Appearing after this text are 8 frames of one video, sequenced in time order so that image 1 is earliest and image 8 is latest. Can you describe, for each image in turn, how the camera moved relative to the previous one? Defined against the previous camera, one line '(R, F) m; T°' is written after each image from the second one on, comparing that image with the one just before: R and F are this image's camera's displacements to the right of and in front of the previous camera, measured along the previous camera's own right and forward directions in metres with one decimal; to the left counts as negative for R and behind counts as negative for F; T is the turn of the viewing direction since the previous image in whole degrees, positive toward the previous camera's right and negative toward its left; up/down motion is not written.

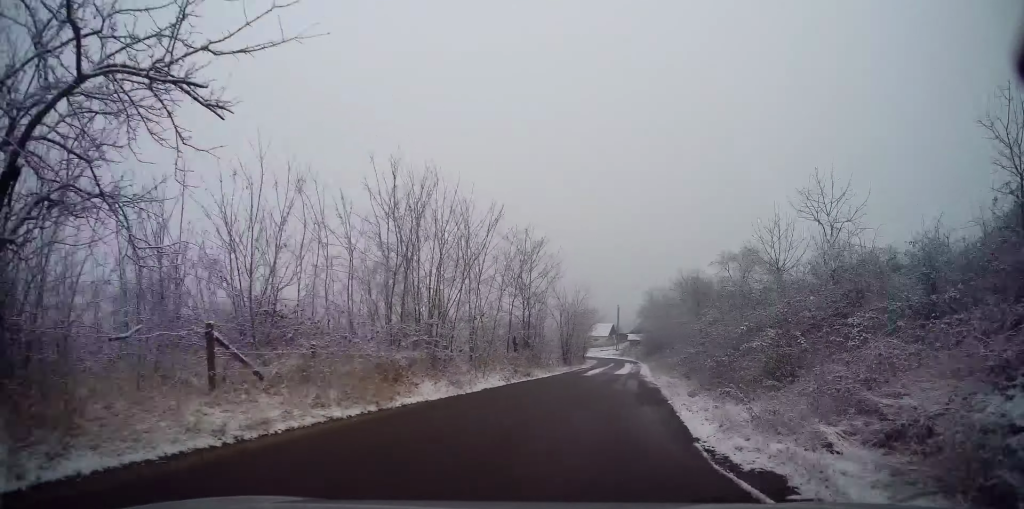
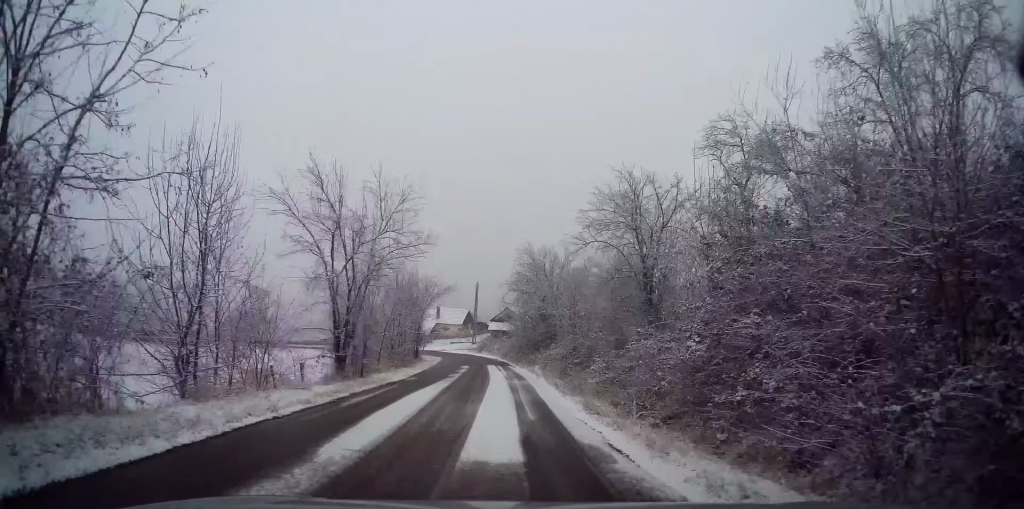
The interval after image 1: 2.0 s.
(+6.0, +24.3) m; +18°
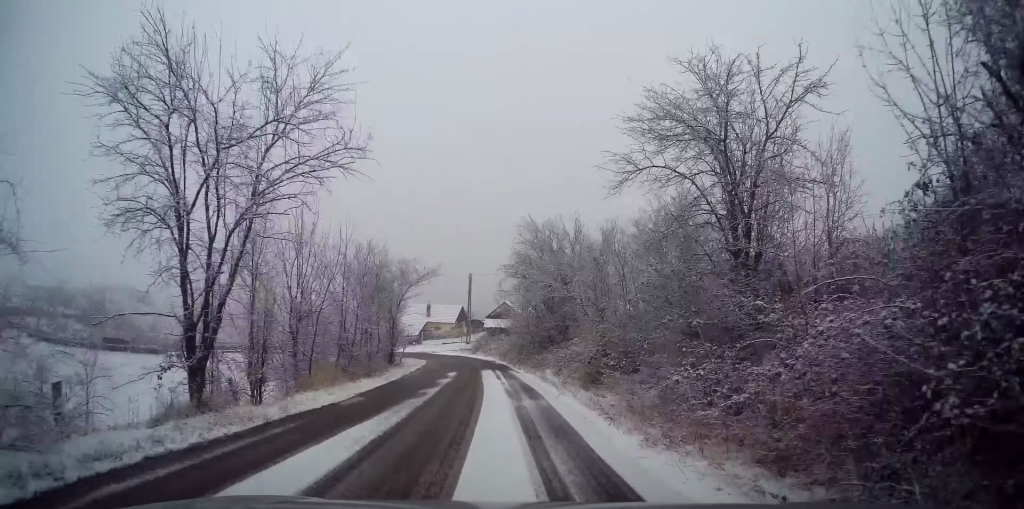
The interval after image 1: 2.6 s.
(+0.1, +7.7) m; 0°
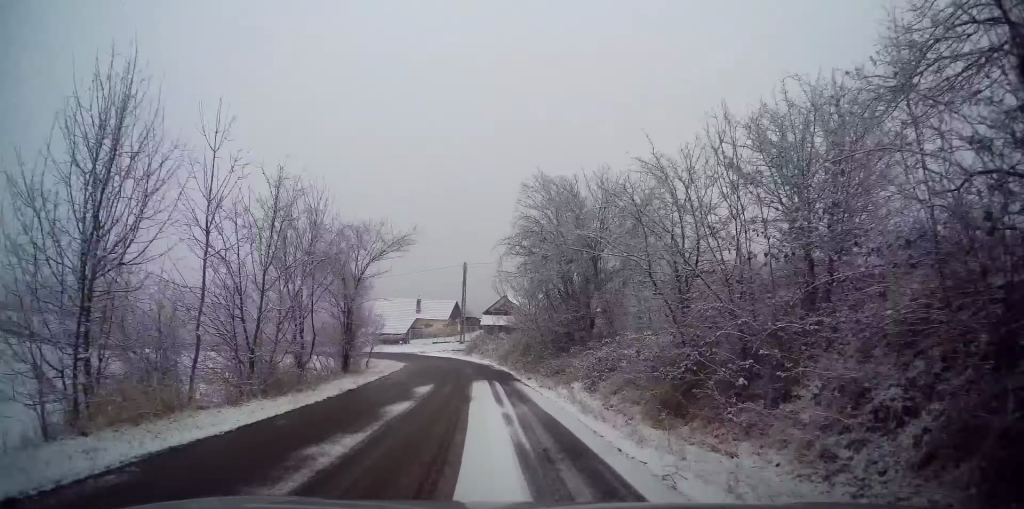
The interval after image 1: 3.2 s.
(0.0, +8.2) m; 0°
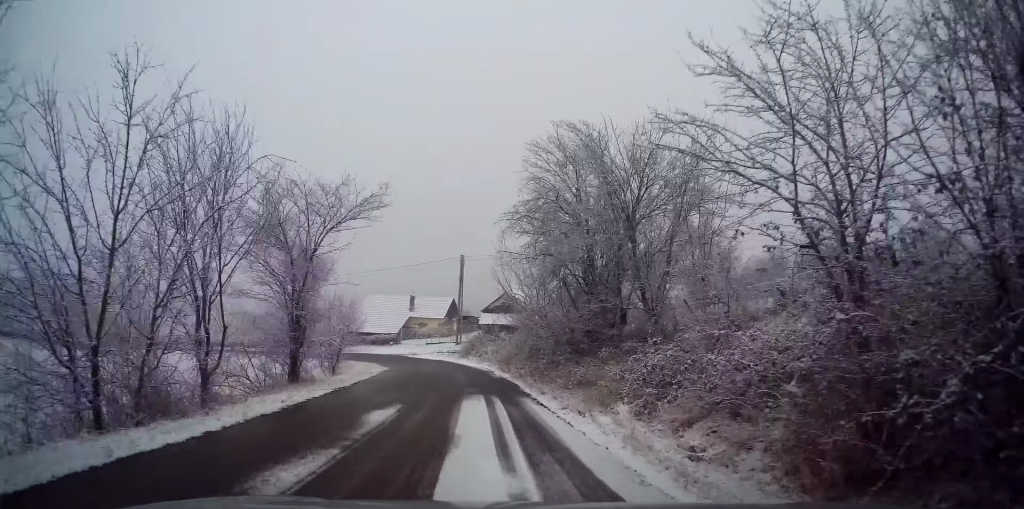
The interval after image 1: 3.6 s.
(0.0, +5.2) m; 0°
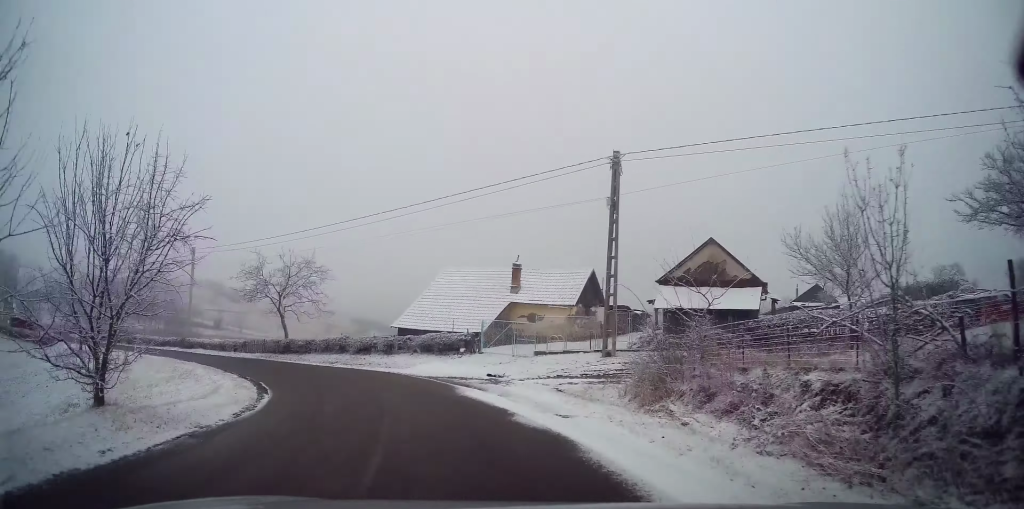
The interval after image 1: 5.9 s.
(-1.2, +28.7) m; -11°
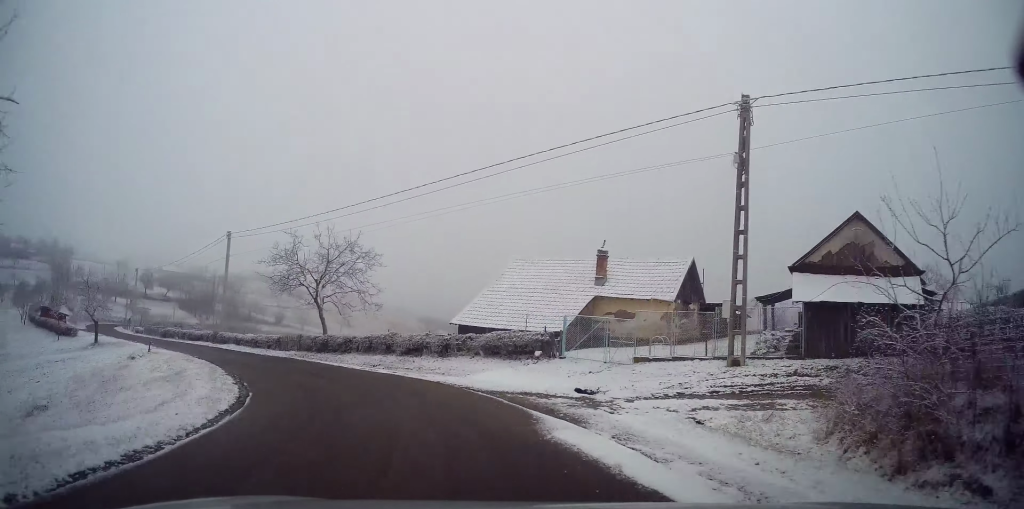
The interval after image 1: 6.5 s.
(-0.4, +6.2) m; -8°
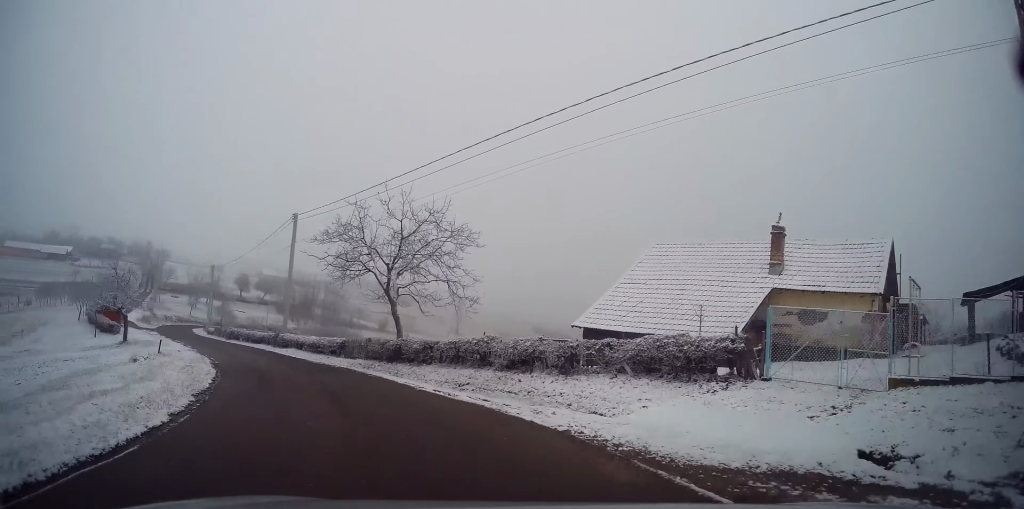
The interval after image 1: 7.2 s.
(-0.8, +8.4) m; -13°
